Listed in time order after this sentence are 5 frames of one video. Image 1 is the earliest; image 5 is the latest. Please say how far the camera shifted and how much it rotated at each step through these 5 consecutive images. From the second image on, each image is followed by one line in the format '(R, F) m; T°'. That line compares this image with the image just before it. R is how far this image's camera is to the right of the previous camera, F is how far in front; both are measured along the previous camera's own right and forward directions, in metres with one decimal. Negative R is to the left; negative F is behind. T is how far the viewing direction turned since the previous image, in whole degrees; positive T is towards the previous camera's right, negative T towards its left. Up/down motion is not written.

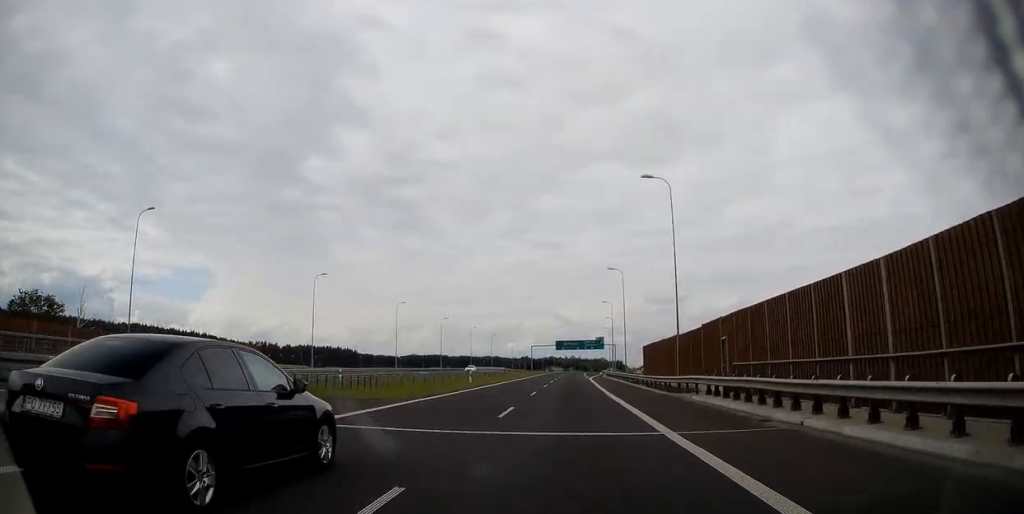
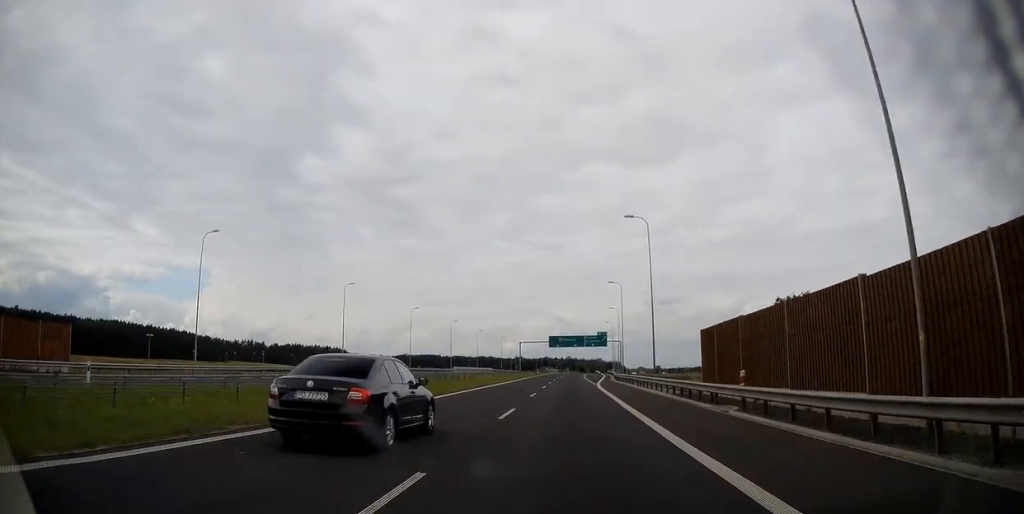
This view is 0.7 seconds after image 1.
(+0.1, +25.4) m; 0°
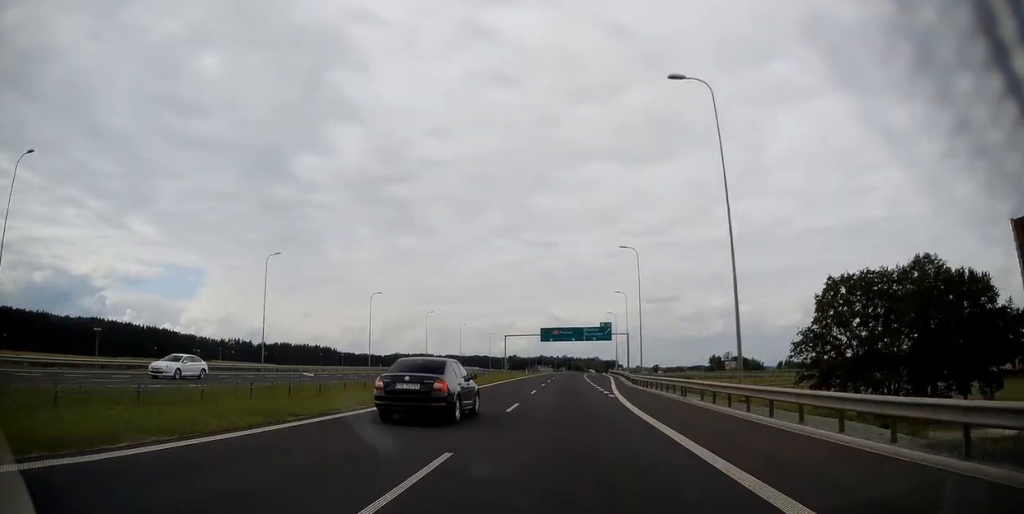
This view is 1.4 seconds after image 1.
(+0.2, +23.1) m; 0°
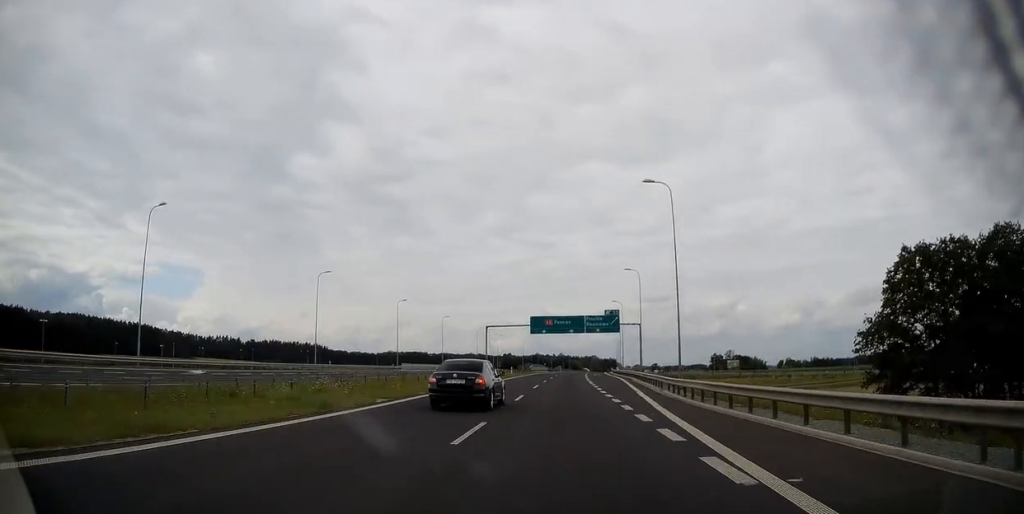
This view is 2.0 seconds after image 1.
(0.0, +20.7) m; 0°
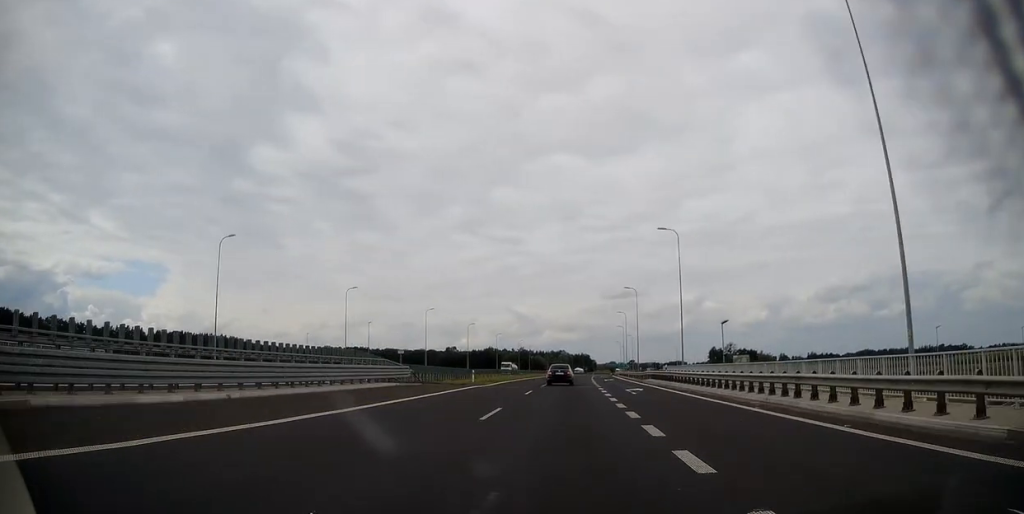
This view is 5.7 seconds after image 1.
(+2.6, +127.8) m; +3°
